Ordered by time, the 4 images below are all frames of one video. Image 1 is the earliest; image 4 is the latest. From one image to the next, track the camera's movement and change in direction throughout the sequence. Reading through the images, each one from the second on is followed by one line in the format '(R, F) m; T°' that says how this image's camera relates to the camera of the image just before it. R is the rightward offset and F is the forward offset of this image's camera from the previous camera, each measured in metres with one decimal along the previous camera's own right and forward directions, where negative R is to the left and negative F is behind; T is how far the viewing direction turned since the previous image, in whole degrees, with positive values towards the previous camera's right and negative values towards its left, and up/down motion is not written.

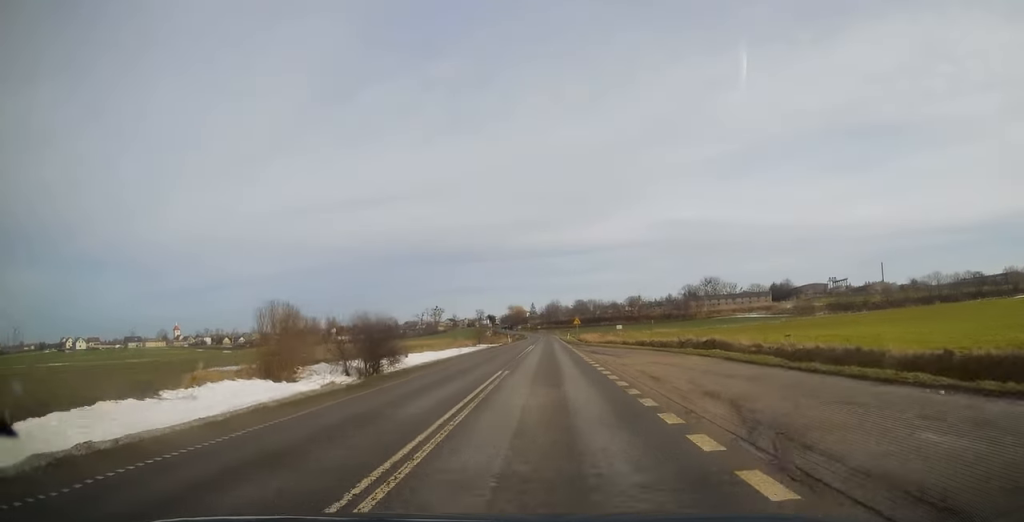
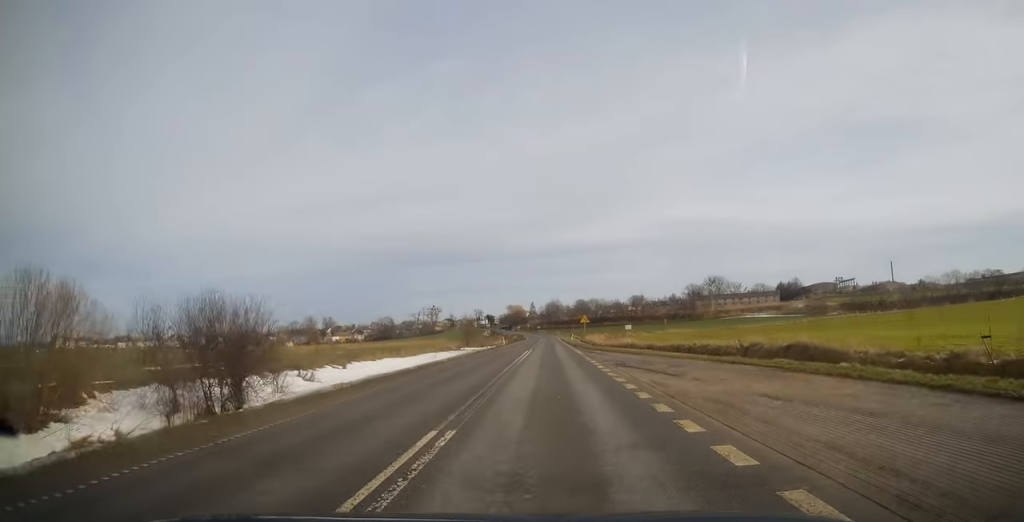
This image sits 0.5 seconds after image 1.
(+0.2, +12.6) m; 0°
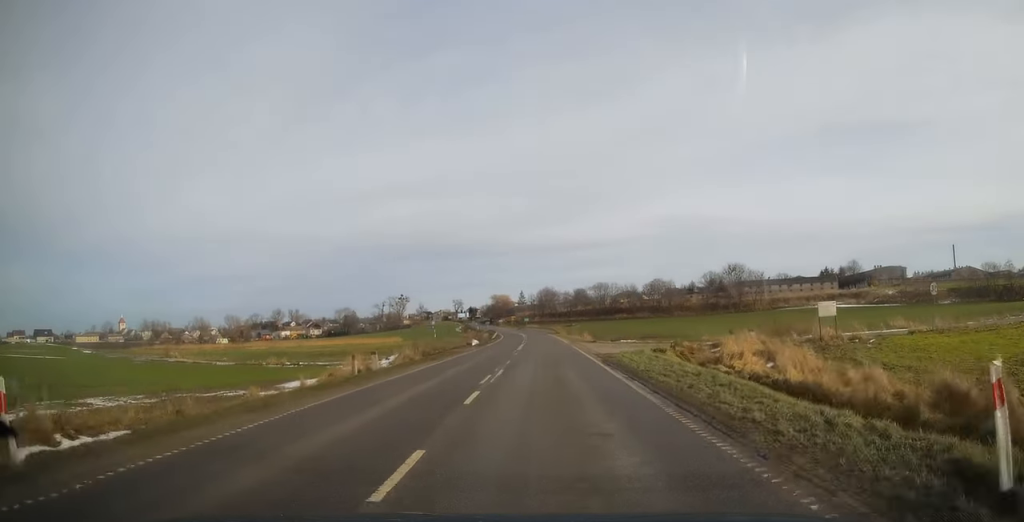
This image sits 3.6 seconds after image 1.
(-0.4, +77.1) m; 0°
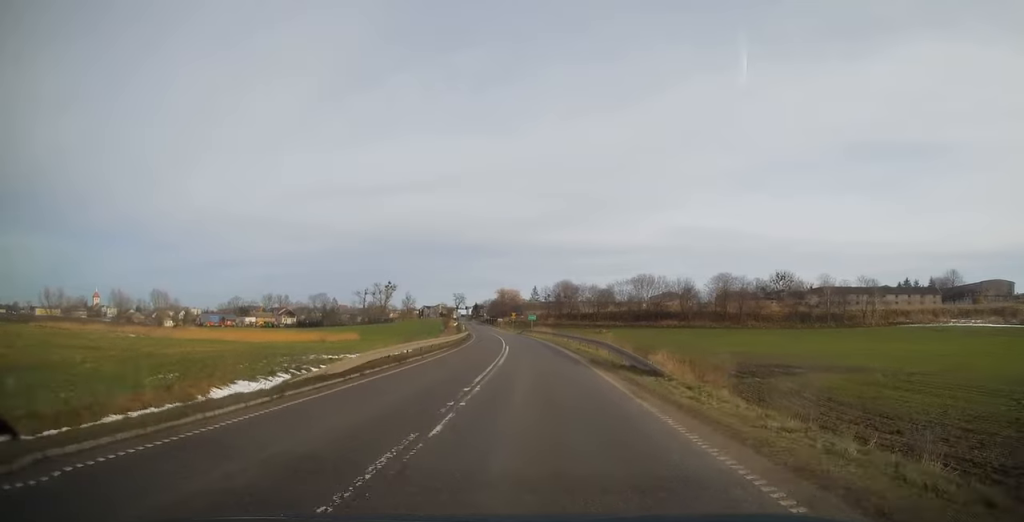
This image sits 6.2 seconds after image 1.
(+0.4, +64.4) m; -1°
